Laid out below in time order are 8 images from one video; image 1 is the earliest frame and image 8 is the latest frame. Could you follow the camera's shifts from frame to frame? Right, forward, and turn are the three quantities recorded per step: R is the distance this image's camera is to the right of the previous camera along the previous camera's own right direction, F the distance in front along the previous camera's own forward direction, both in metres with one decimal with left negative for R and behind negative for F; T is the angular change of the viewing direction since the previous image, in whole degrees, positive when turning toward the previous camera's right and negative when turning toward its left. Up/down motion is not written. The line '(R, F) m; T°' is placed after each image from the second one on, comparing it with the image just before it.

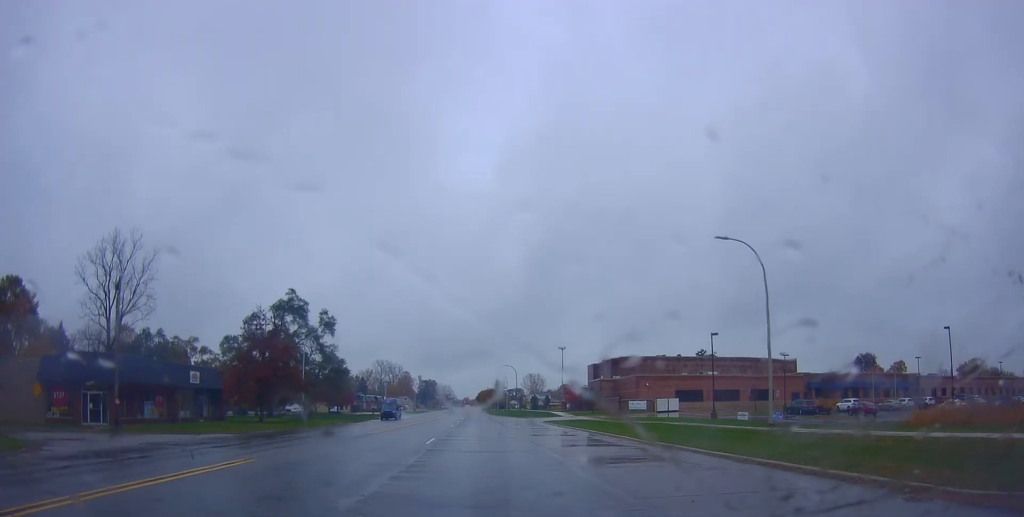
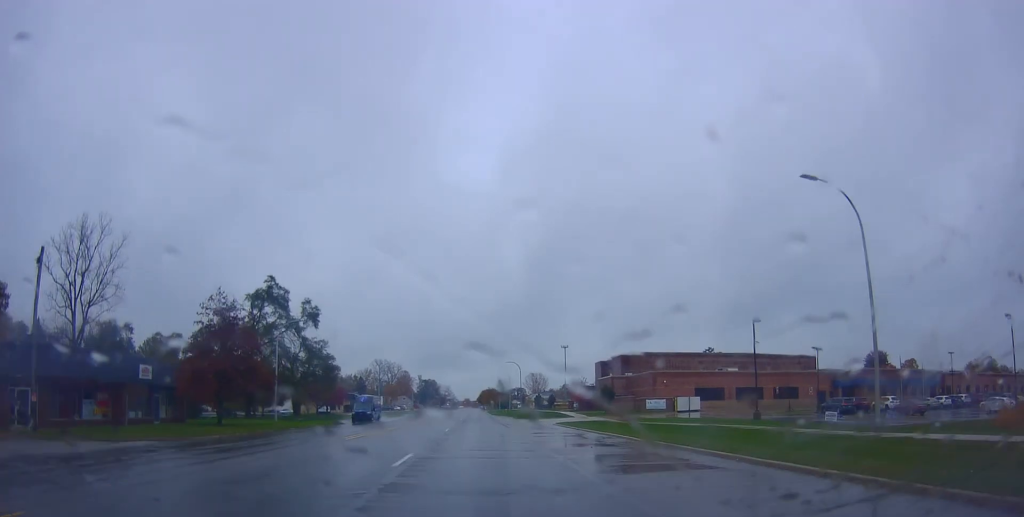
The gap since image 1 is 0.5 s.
(+0.2, +8.6) m; 0°
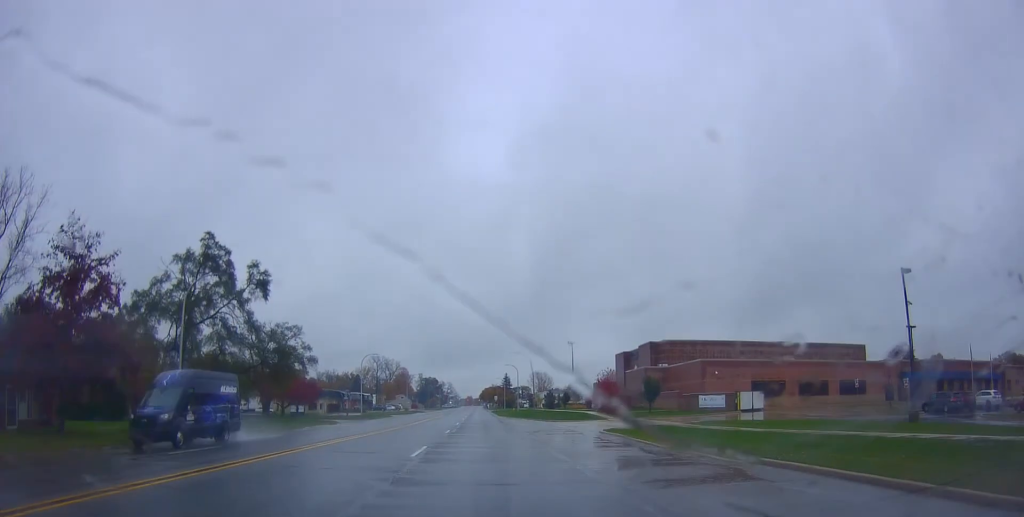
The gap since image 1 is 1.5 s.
(-0.3, +18.4) m; -1°
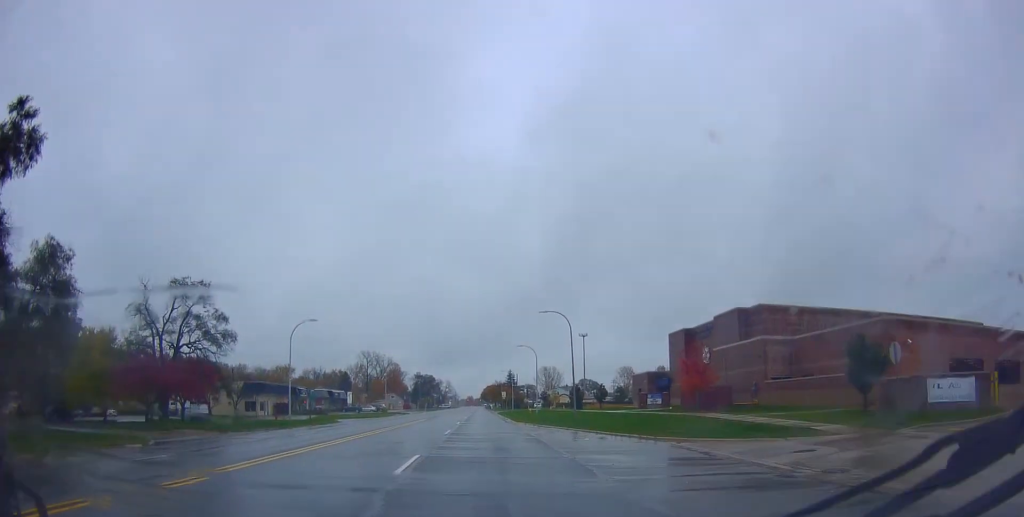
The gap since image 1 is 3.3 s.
(+0.4, +34.5) m; +2°
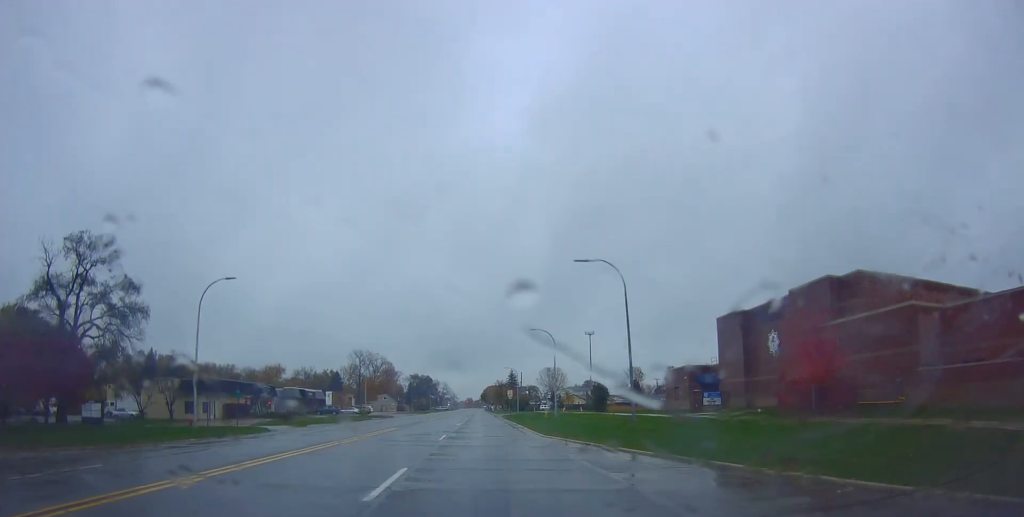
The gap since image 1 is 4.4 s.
(+0.2, +19.3) m; +2°
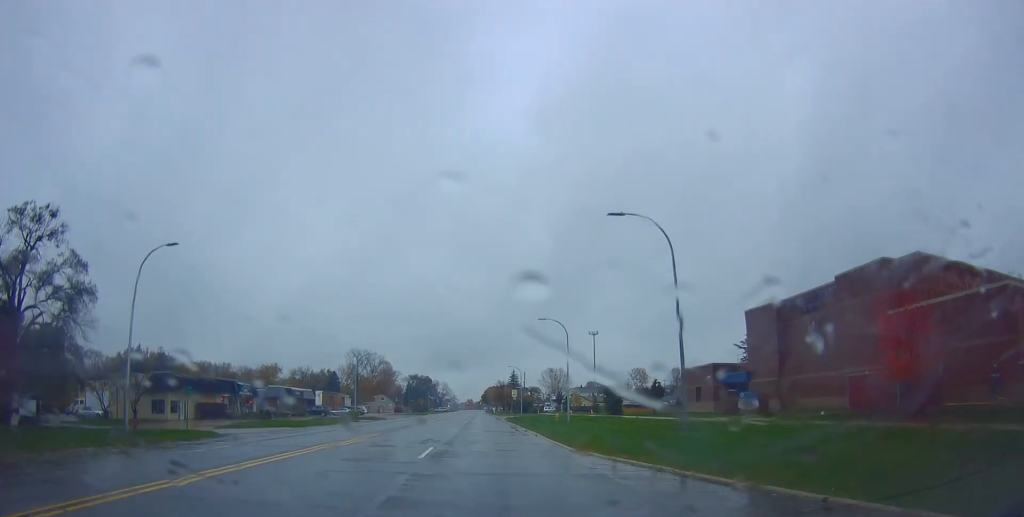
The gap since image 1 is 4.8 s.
(-0.1, +8.1) m; 0°
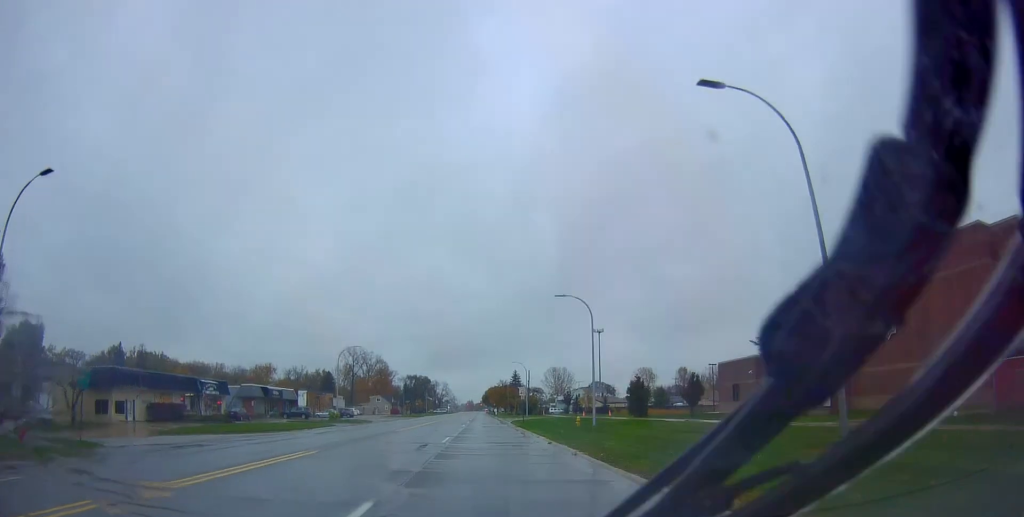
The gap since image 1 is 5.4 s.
(+0.4, +11.1) m; -1°
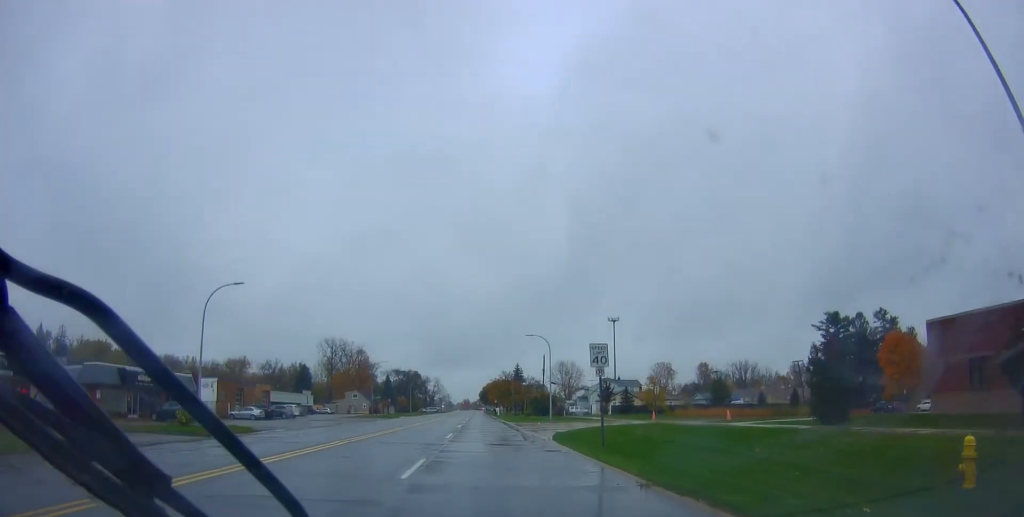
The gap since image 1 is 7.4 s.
(-1.1, +35.8) m; -2°
